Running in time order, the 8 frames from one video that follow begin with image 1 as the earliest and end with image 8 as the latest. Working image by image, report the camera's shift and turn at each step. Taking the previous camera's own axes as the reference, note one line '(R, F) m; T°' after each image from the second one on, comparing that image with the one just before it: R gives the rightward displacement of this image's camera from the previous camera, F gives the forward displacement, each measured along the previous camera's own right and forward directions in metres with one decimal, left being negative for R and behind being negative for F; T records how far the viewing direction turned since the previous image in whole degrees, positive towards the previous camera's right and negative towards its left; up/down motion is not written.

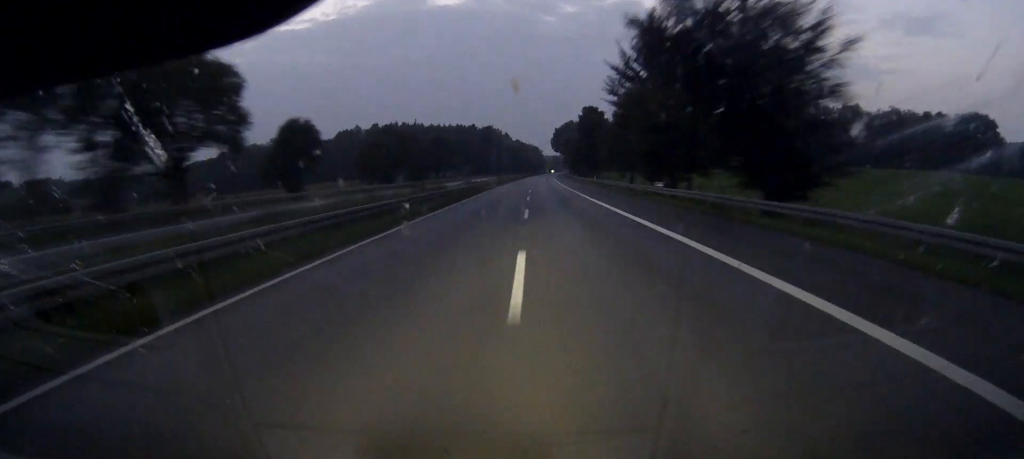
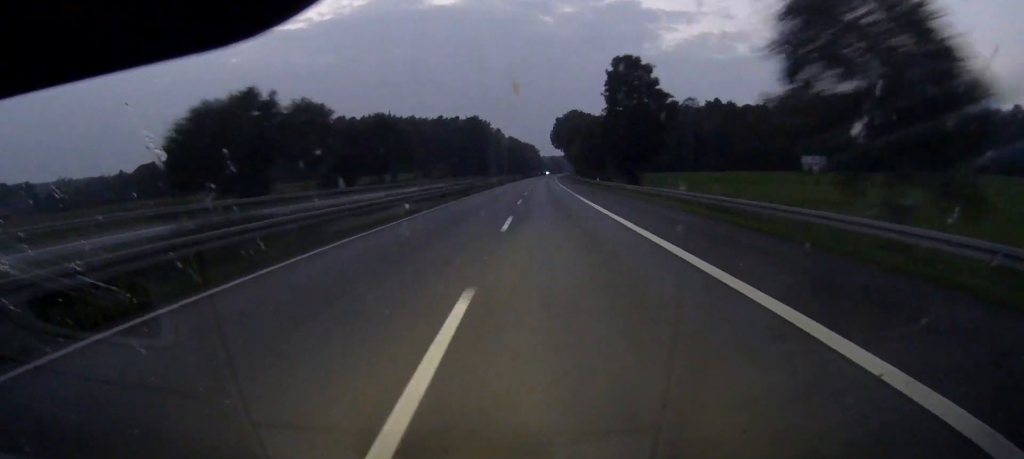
(+0.1, +59.2) m; 0°
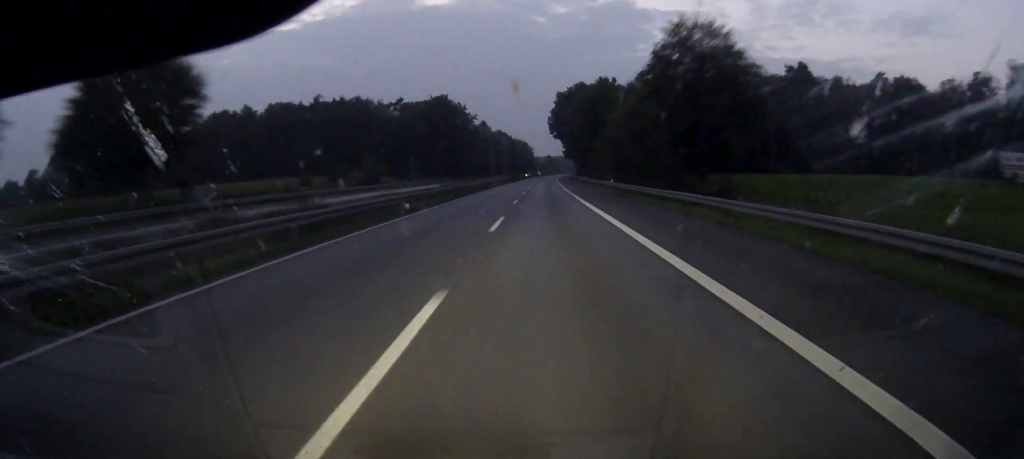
(+0.3, +71.5) m; +1°
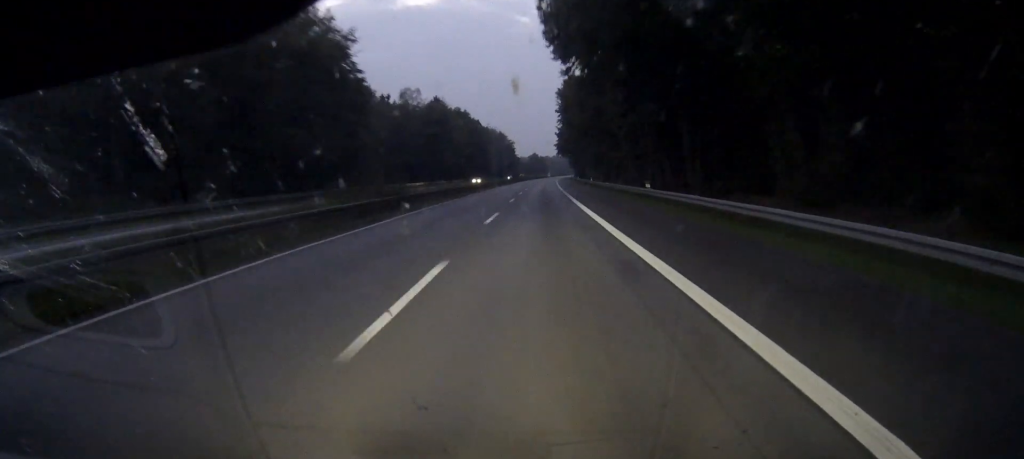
(+1.4, +121.9) m; +1°
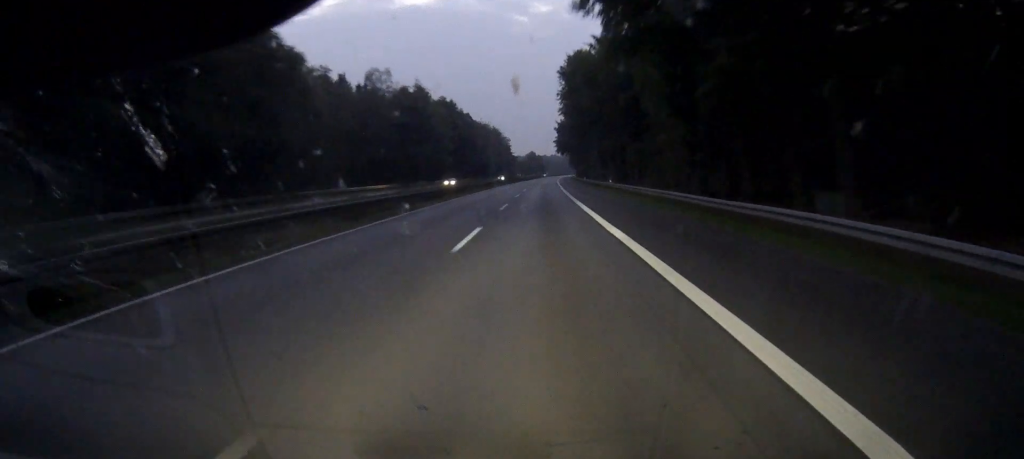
(0.0, +27.5) m; 0°
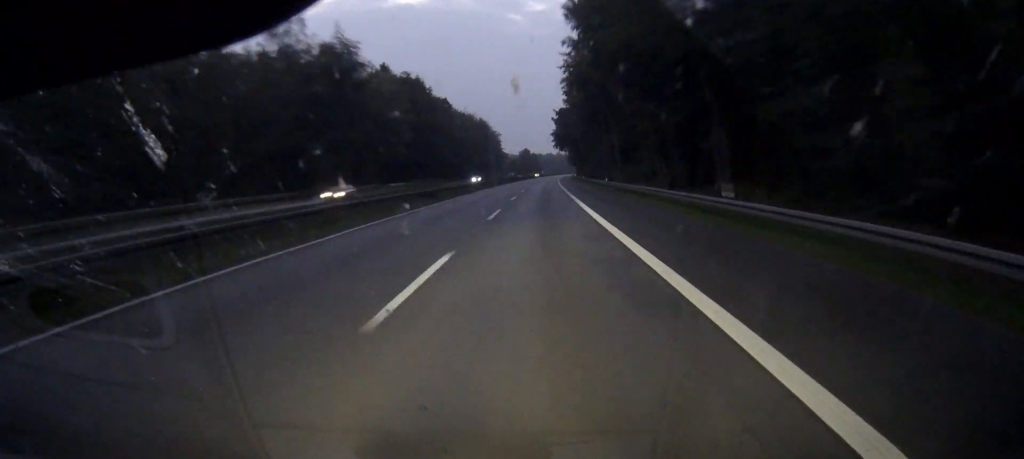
(+0.2, +43.2) m; 0°
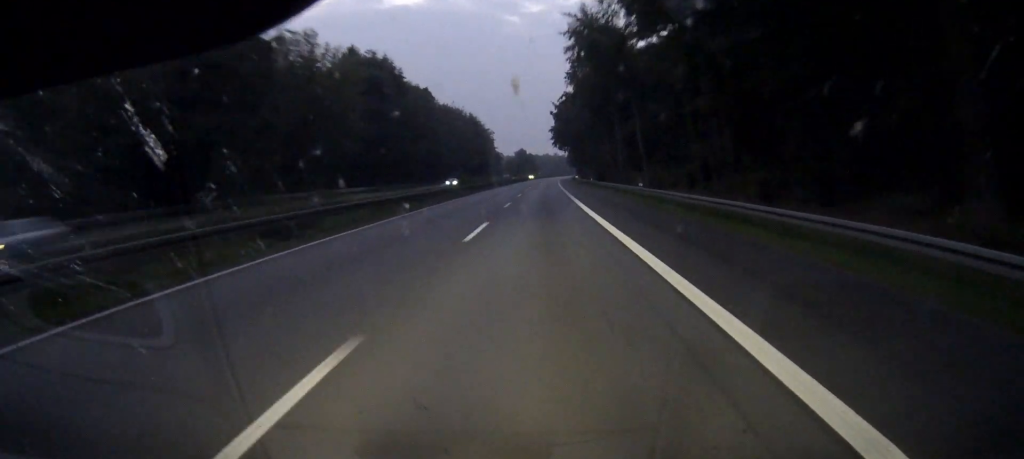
(0.0, +25.9) m; 0°
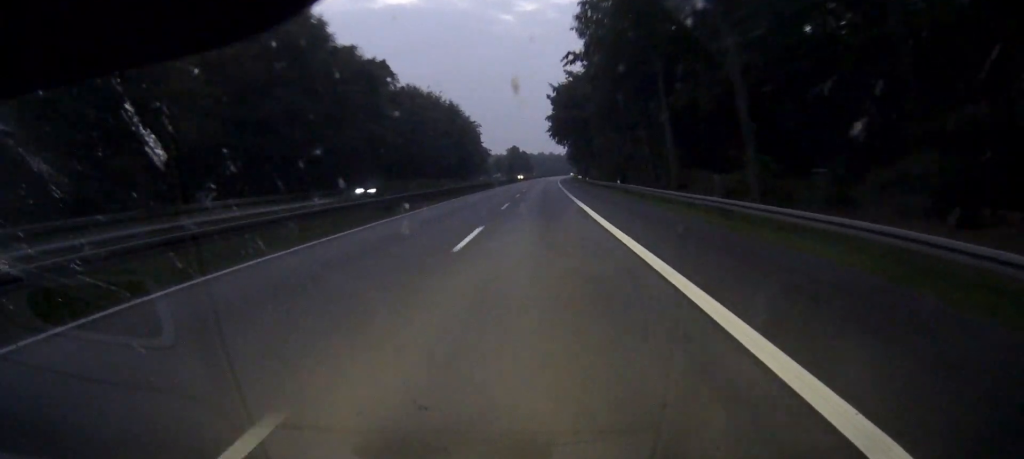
(0.0, +38.1) m; 0°
